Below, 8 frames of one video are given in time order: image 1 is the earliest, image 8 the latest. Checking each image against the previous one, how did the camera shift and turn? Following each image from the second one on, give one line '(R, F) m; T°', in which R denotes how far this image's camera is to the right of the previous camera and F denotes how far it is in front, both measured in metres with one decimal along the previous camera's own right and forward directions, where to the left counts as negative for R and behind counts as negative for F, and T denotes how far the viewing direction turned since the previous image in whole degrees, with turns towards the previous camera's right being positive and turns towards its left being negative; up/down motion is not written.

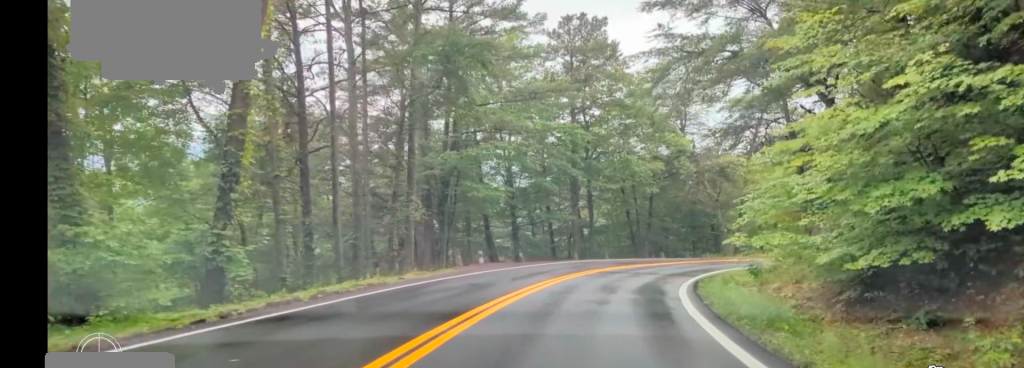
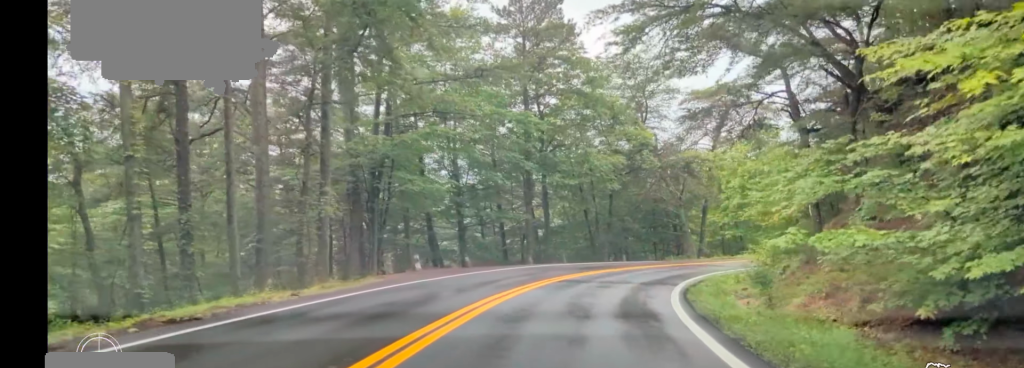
(0.0, +4.7) m; +5°
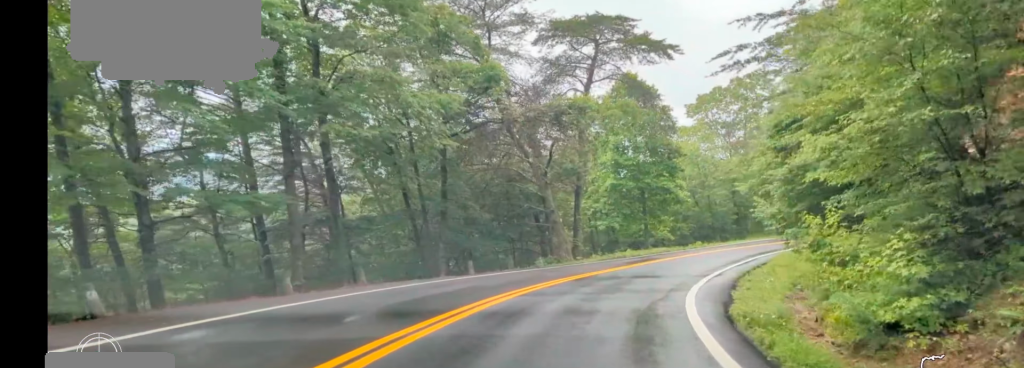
(+2.3, +16.7) m; +13°
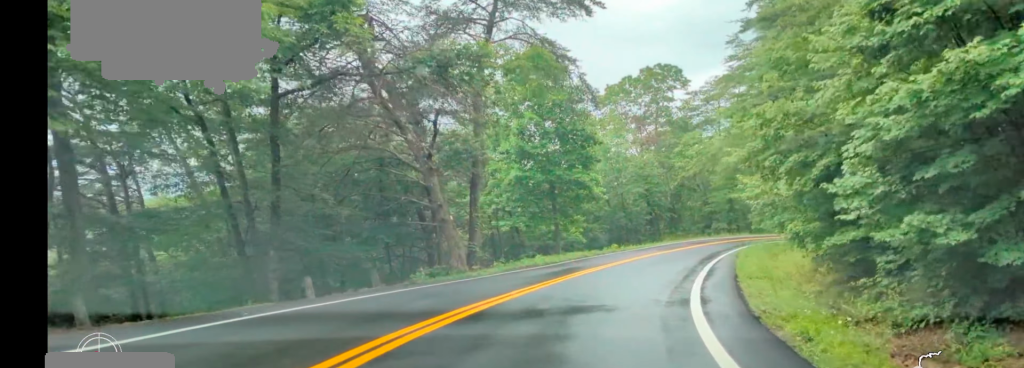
(+0.1, +8.6) m; +6°
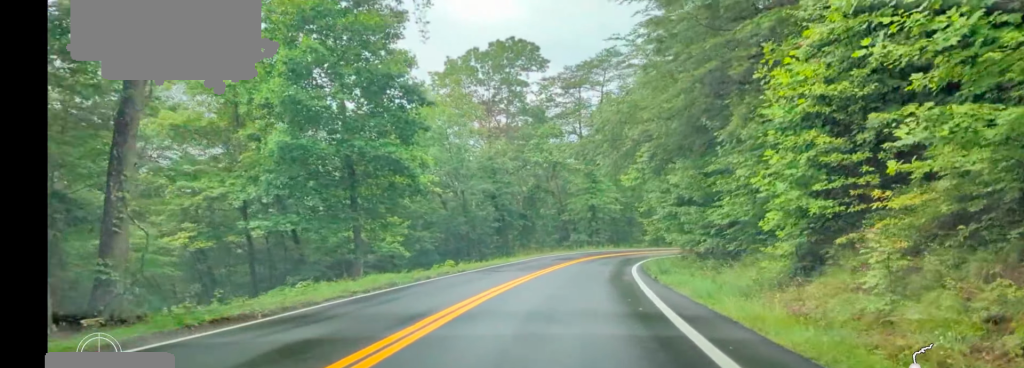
(+2.1, +15.5) m; +13°
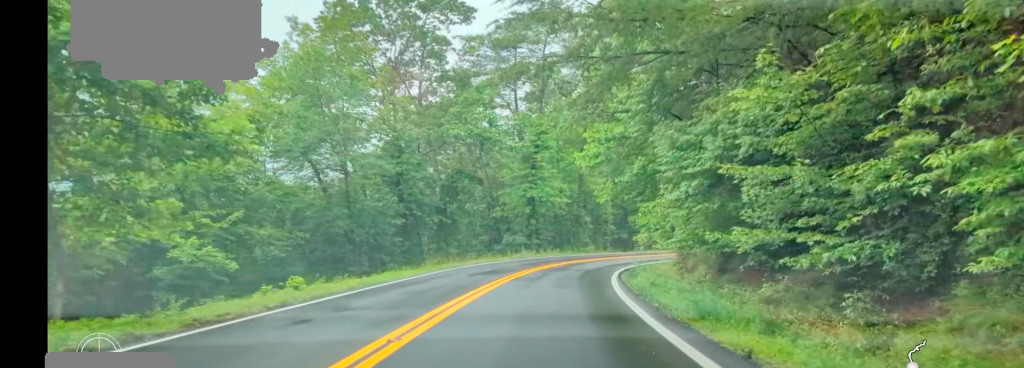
(+1.2, +14.4) m; +7°
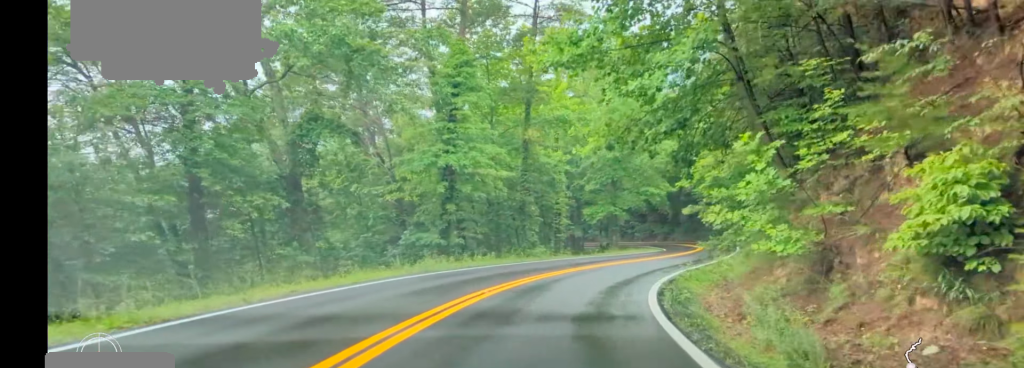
(+0.9, +18.6) m; +7°
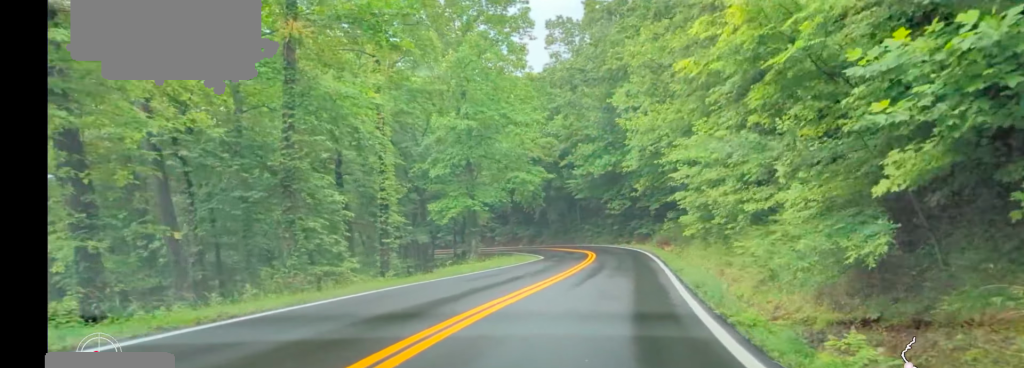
(+1.2, +18.8) m; +11°
